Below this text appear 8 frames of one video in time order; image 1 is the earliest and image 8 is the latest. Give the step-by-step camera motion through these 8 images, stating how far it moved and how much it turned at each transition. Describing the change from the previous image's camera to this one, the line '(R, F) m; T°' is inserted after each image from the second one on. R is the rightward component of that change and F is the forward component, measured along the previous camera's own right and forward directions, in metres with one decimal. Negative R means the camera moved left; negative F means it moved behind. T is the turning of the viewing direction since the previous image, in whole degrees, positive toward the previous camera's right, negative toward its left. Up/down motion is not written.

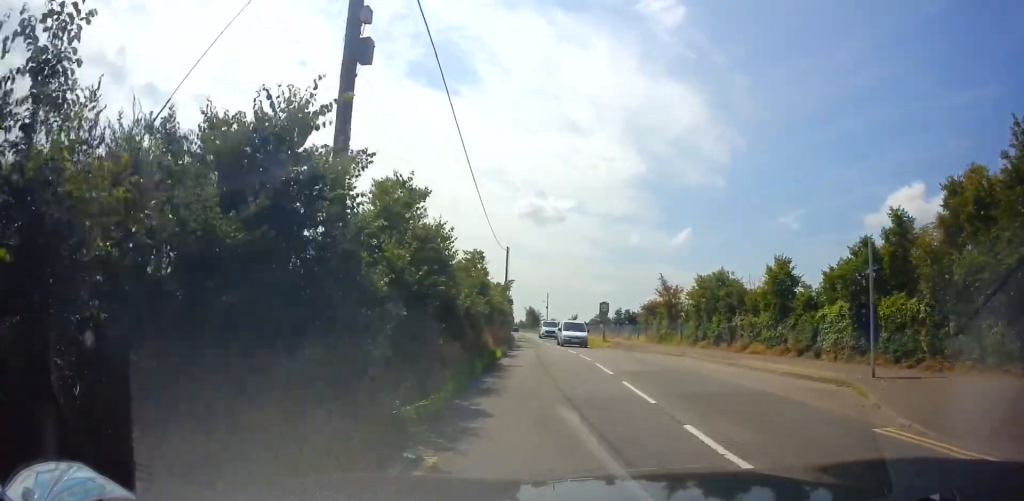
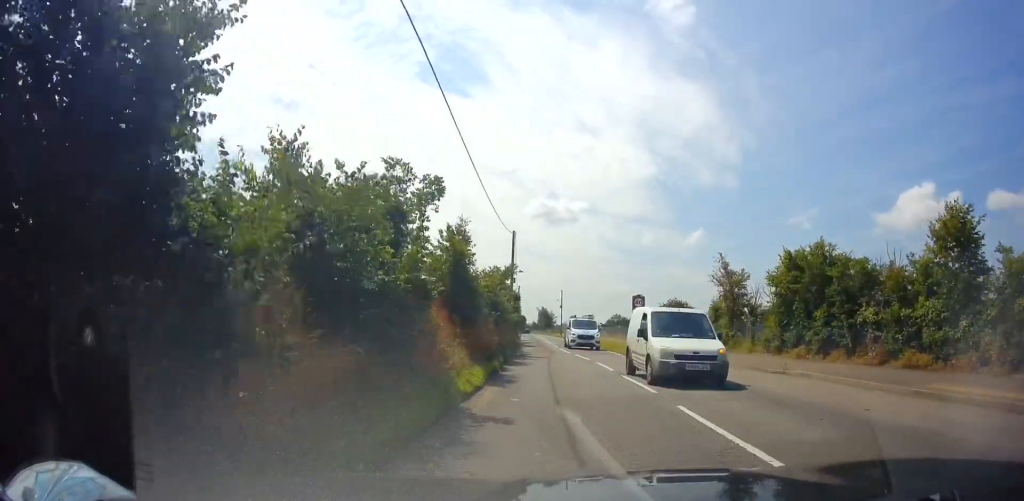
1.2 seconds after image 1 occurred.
(-0.2, +10.0) m; -1°
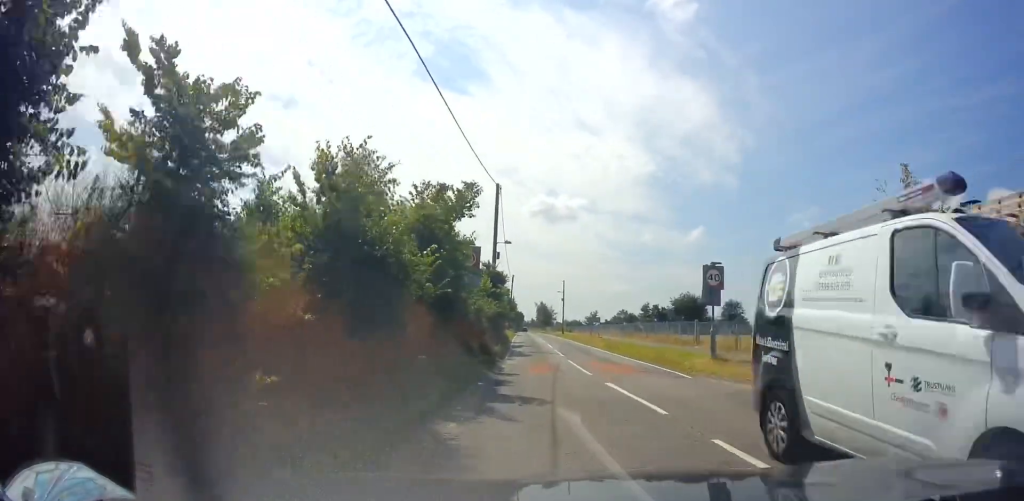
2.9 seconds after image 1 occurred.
(-0.2, +14.9) m; -2°
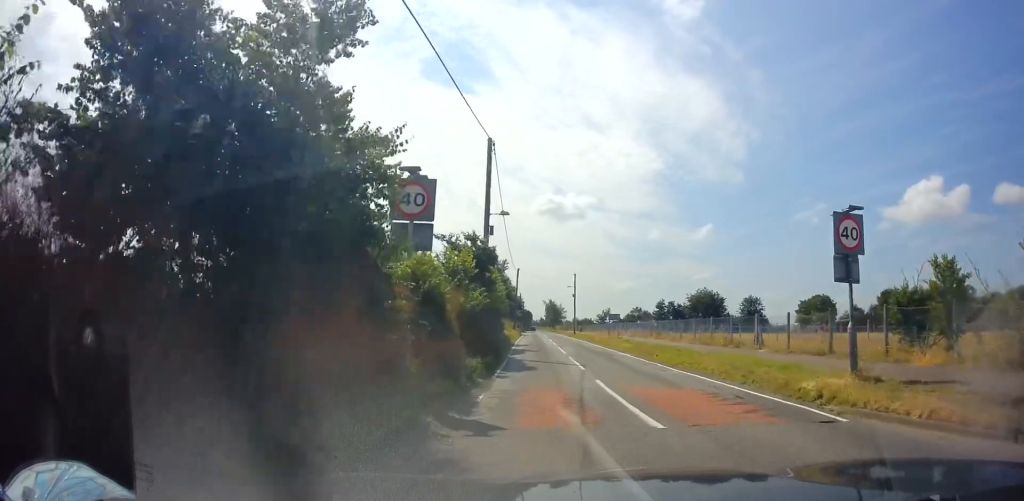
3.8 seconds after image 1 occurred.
(-0.1, +8.1) m; -1°
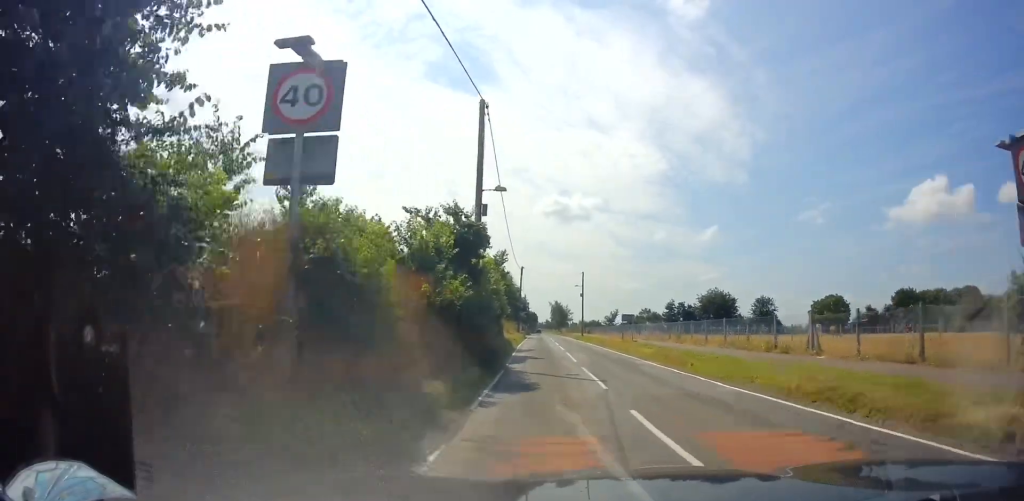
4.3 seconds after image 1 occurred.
(0.0, +4.7) m; 0°
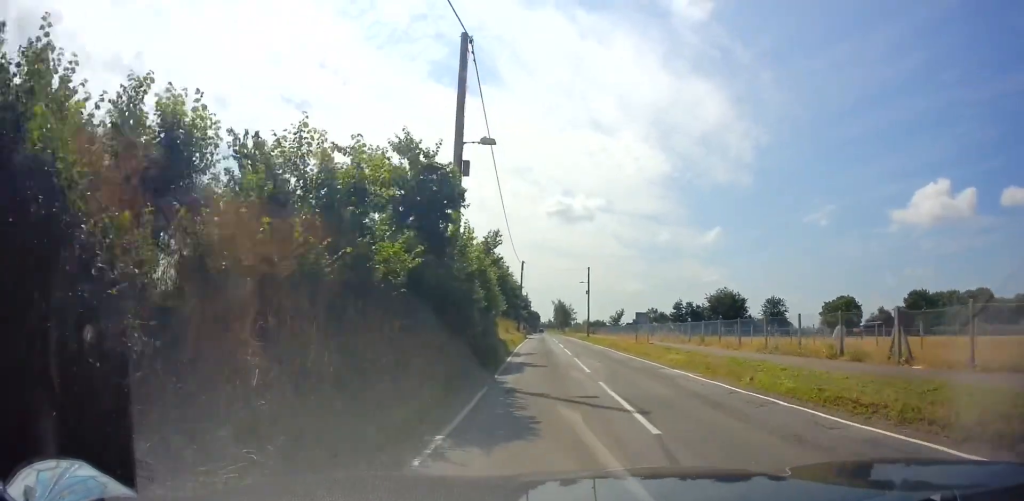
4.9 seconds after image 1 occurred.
(0.0, +5.4) m; 0°
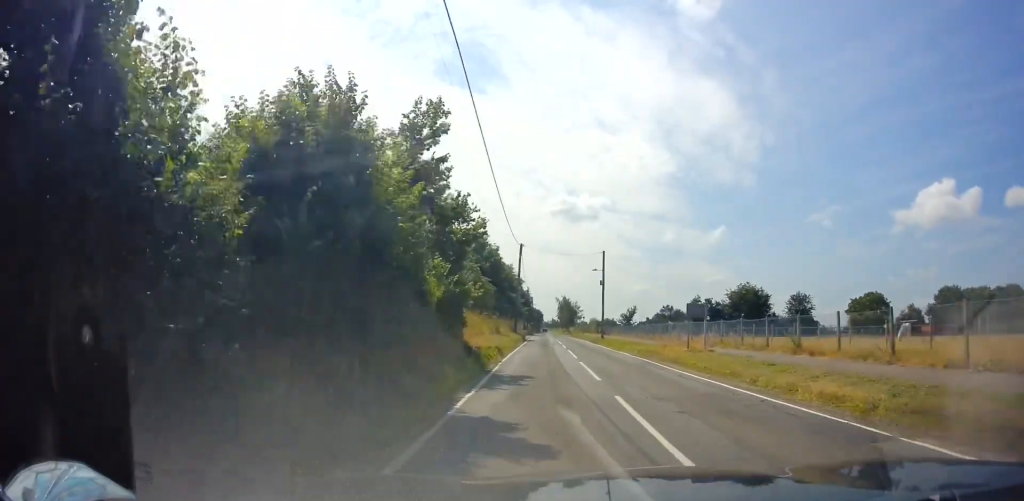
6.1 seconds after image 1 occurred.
(+0.1, +12.4) m; +1°
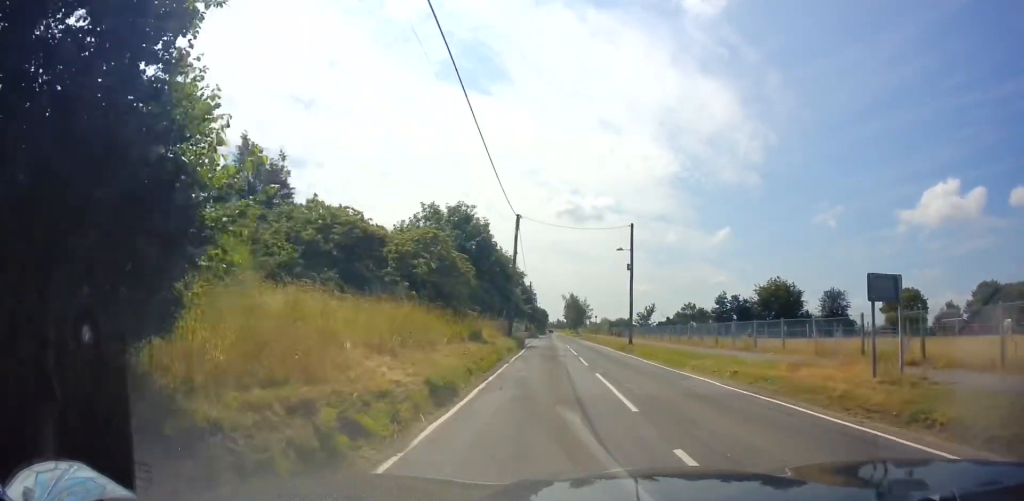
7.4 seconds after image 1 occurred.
(+0.1, +13.3) m; -1°
